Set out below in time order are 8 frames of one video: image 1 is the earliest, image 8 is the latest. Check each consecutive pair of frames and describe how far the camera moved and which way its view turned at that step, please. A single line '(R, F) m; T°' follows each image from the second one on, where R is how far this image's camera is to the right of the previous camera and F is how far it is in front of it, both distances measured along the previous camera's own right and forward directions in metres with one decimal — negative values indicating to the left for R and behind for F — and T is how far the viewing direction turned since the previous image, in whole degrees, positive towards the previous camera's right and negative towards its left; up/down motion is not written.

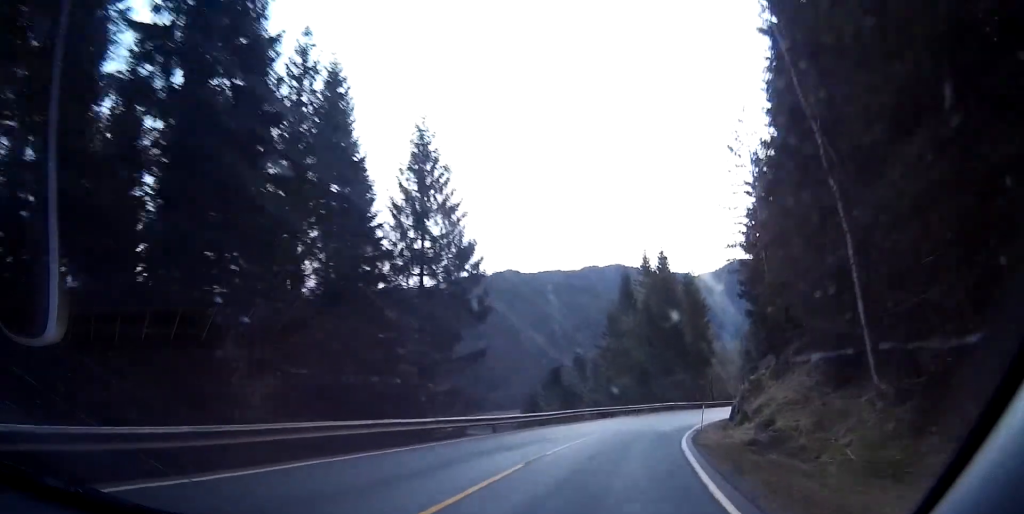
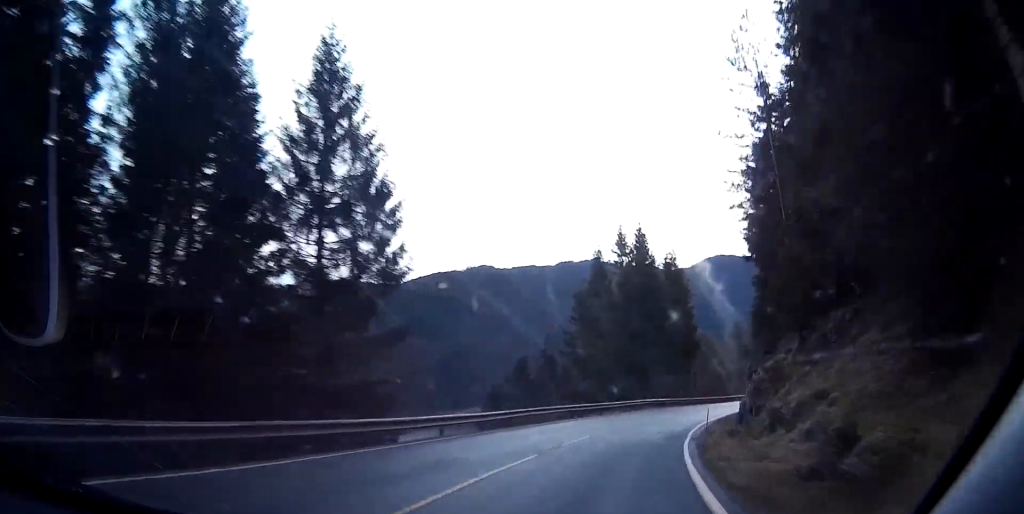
(+0.1, +9.9) m; -1°
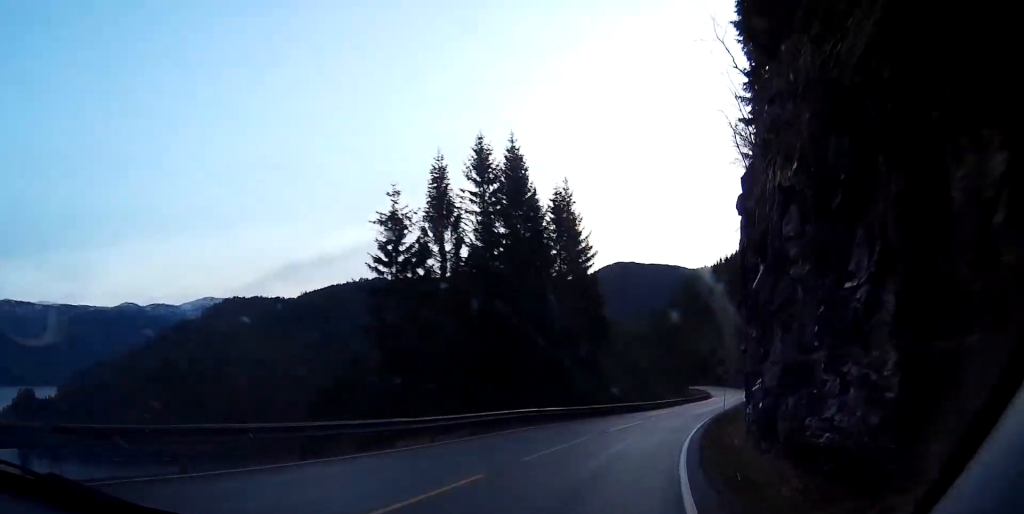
(-0.5, +26.1) m; +1°
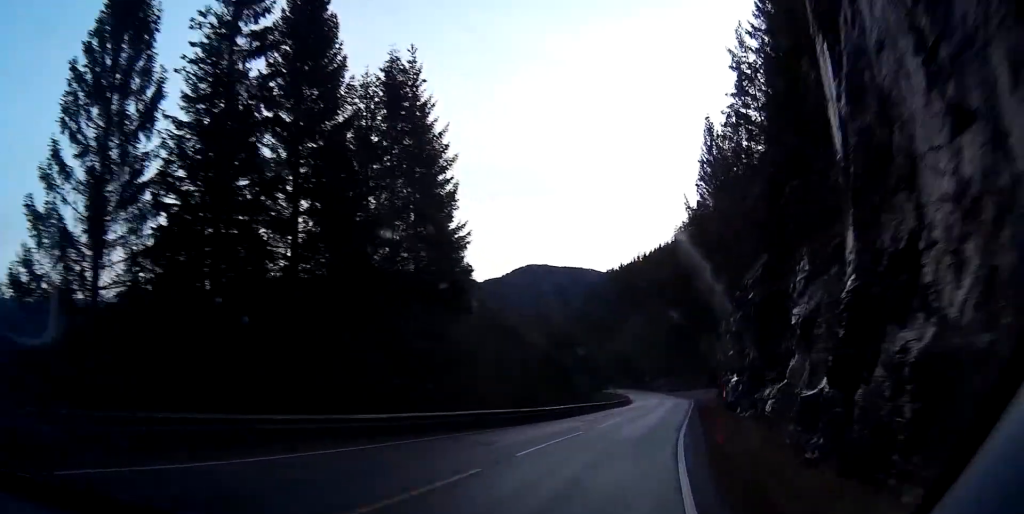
(+0.5, +22.5) m; 0°
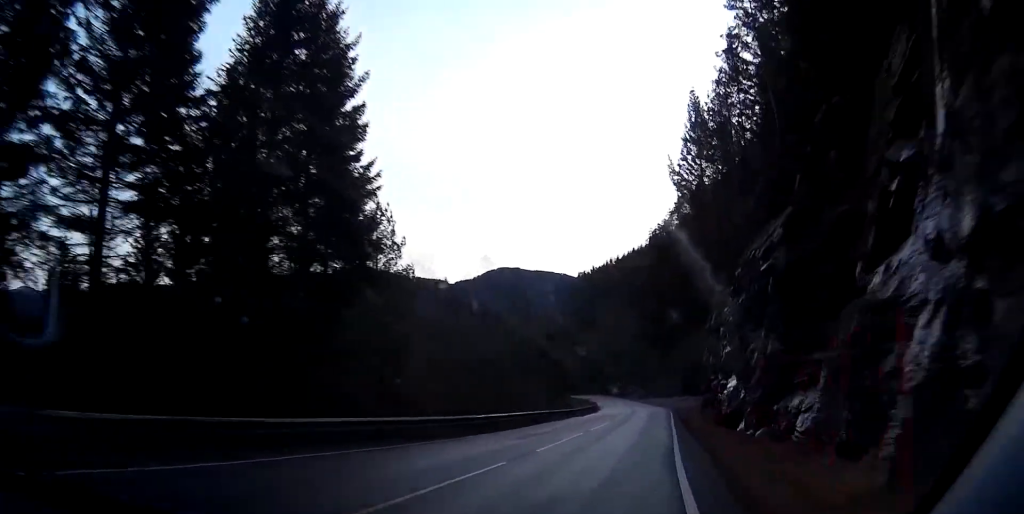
(-0.3, +9.4) m; -1°
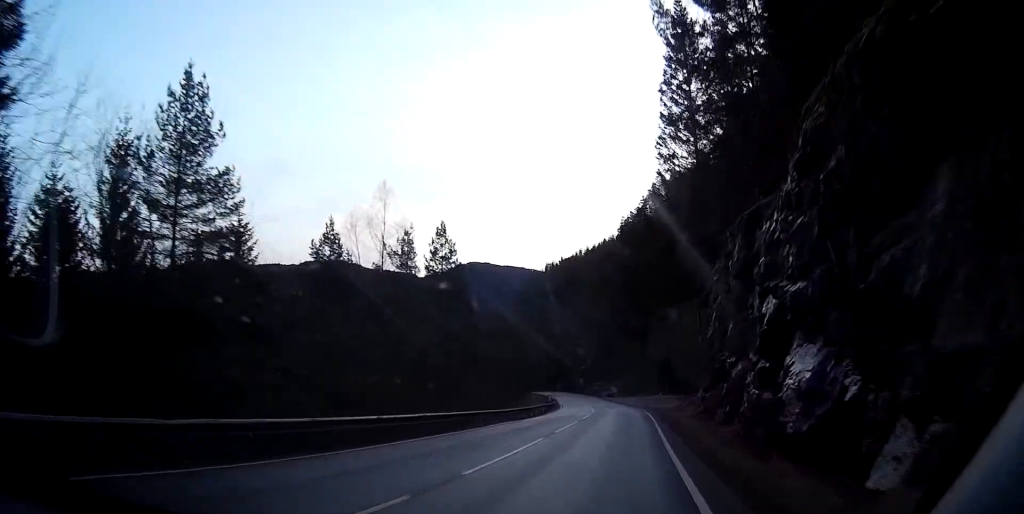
(-0.3, +17.0) m; -2°
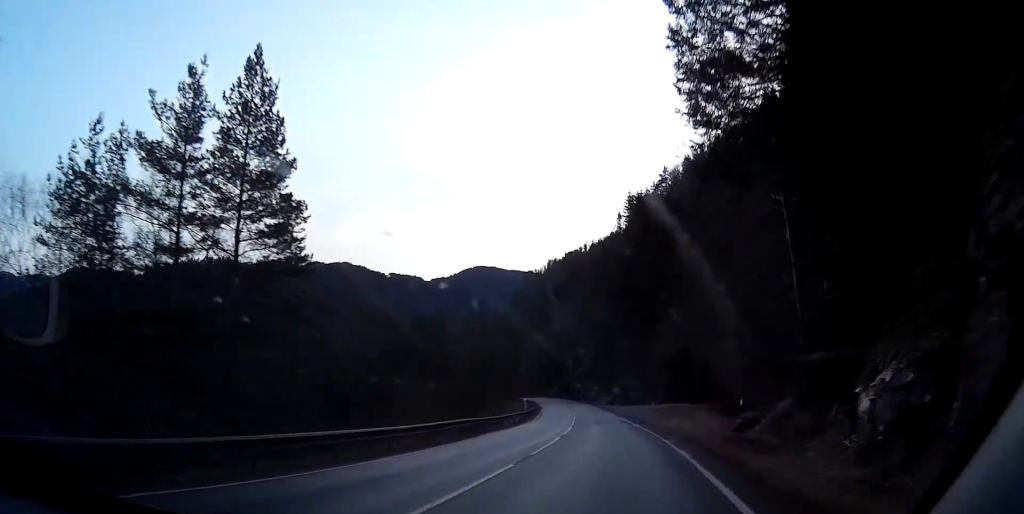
(-0.5, +29.3) m; -4°
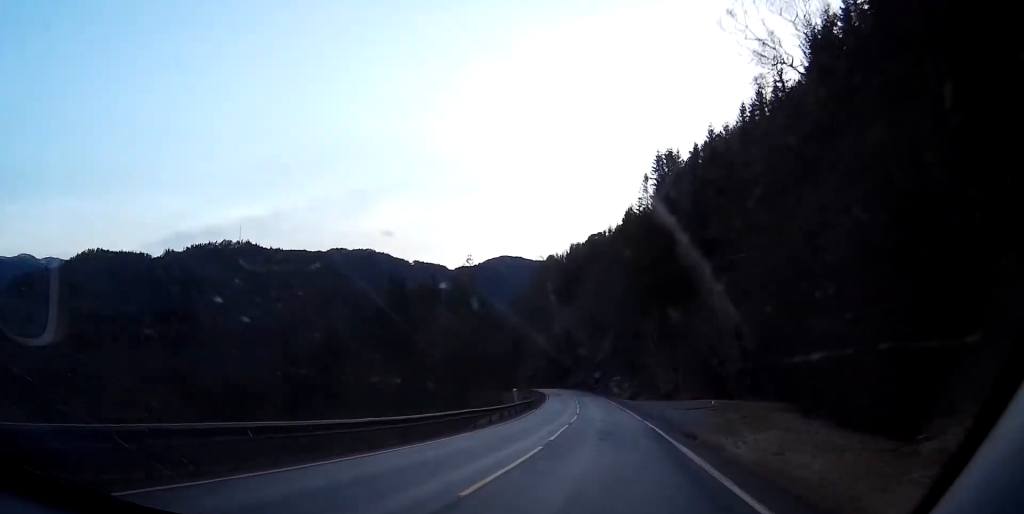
(-1.0, +19.7) m; -5°
